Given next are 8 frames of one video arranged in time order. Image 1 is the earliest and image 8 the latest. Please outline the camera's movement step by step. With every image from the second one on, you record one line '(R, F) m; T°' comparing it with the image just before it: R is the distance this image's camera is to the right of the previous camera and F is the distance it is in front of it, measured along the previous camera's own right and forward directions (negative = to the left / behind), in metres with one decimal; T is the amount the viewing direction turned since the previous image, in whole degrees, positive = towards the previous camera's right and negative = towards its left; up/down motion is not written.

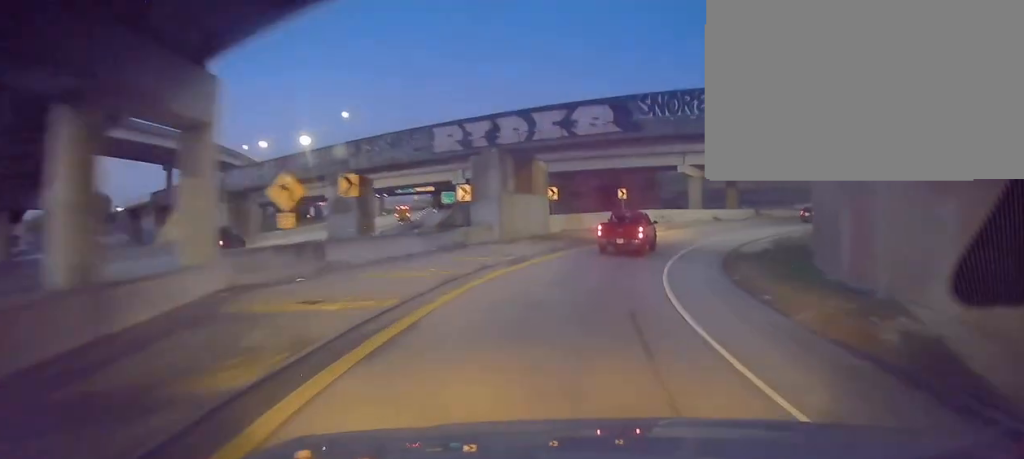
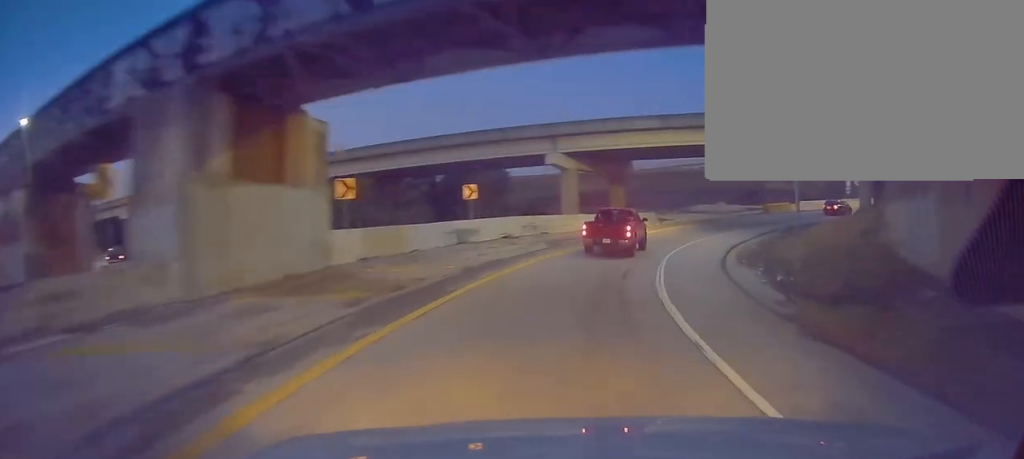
(+1.2, +22.8) m; +14°
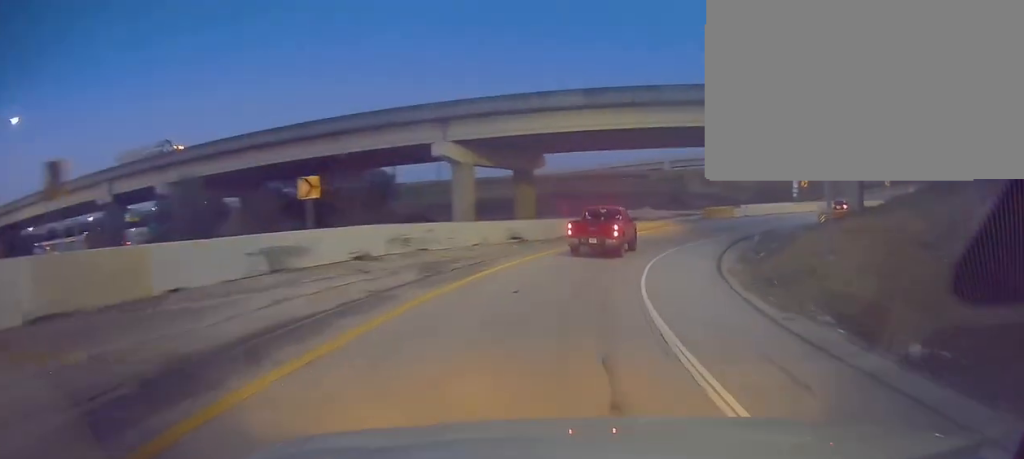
(+2.1, +12.4) m; +13°
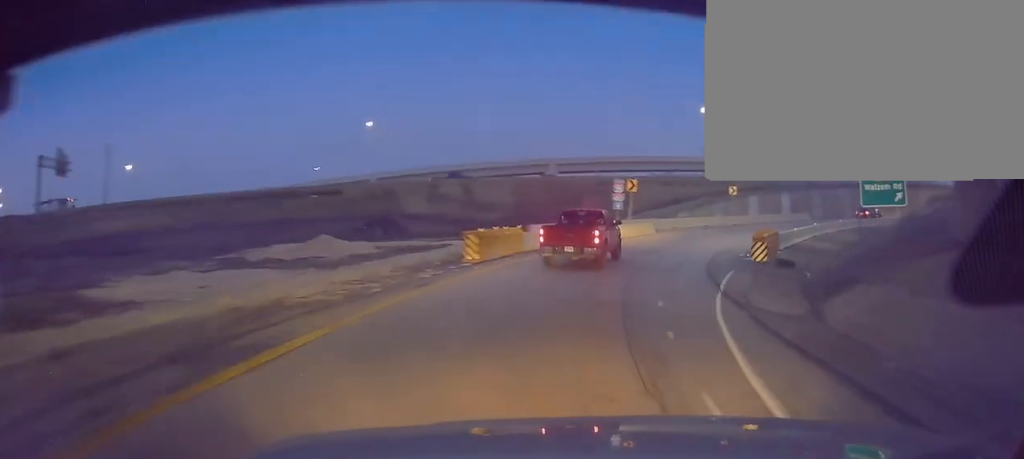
(+4.0, +34.9) m; +7°
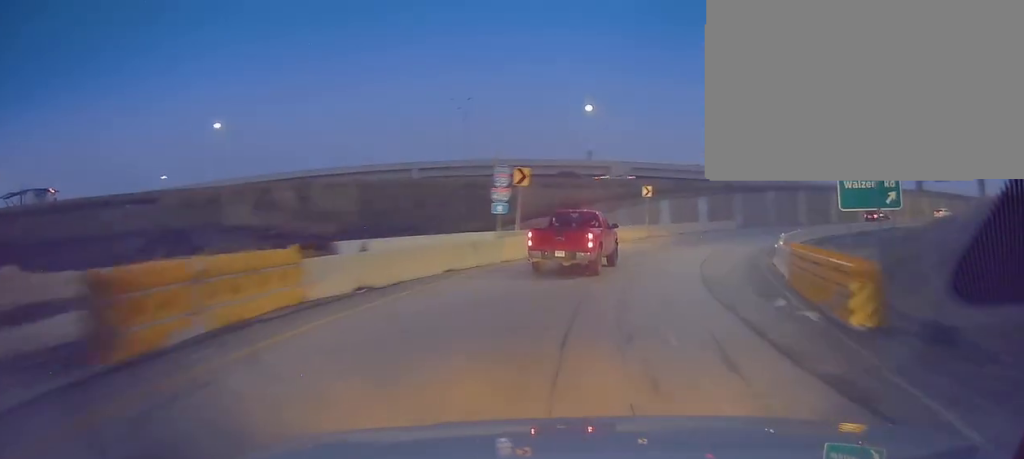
(+0.1, +15.0) m; +4°
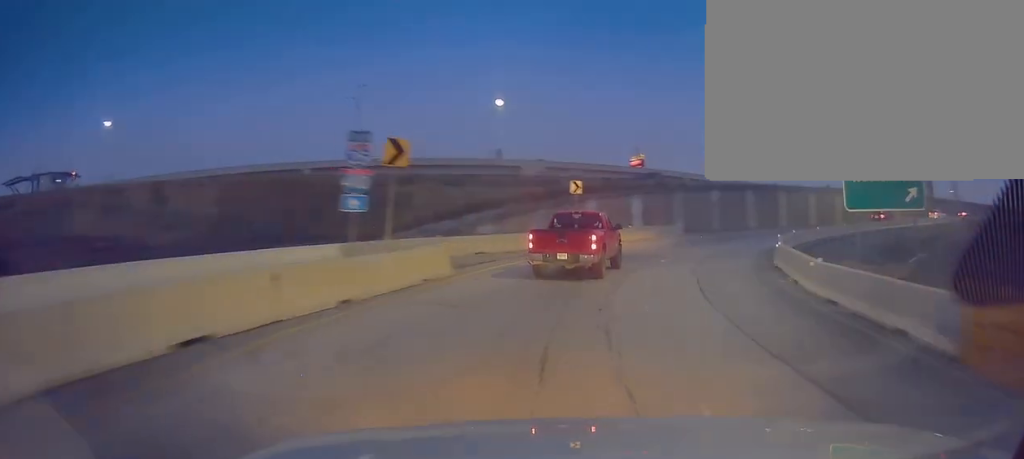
(+0.4, +10.5) m; +19°
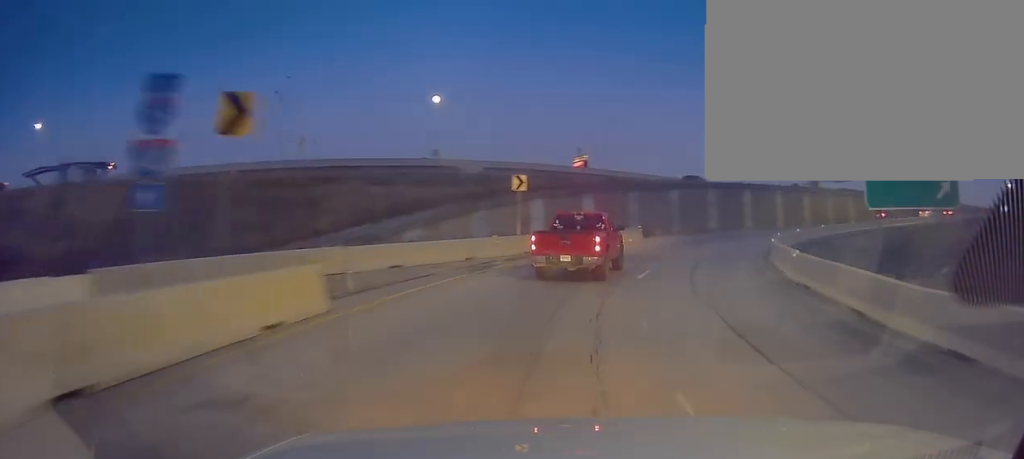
(+1.3, +7.0) m; +12°
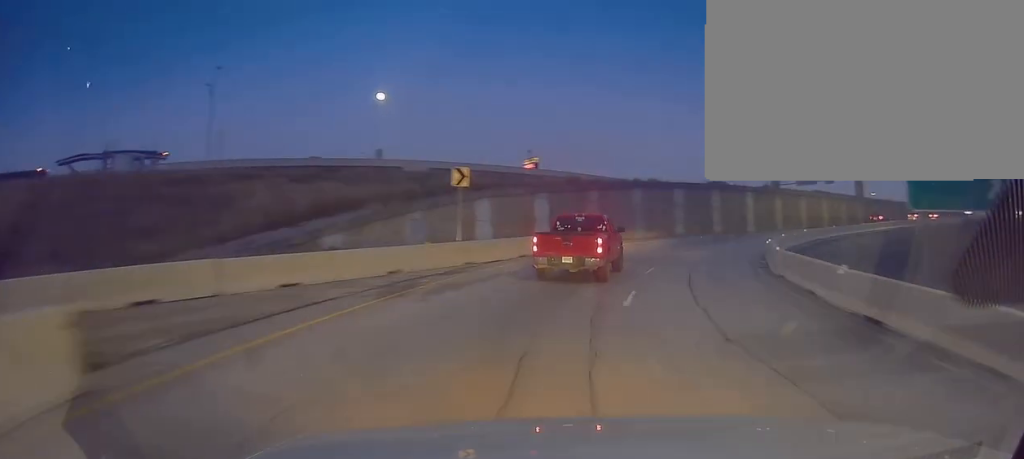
(+1.5, +6.1) m; +9°
